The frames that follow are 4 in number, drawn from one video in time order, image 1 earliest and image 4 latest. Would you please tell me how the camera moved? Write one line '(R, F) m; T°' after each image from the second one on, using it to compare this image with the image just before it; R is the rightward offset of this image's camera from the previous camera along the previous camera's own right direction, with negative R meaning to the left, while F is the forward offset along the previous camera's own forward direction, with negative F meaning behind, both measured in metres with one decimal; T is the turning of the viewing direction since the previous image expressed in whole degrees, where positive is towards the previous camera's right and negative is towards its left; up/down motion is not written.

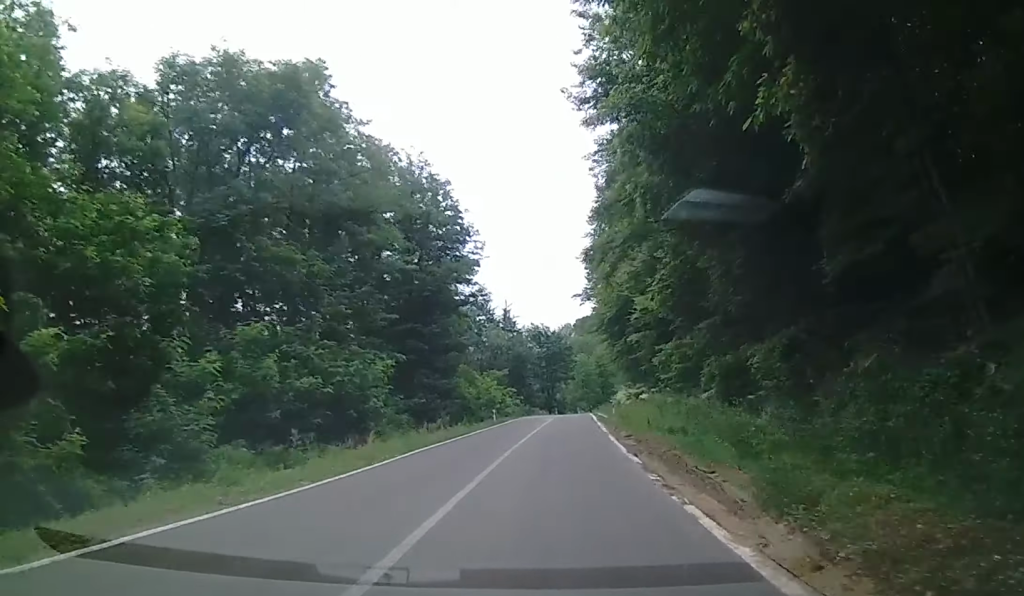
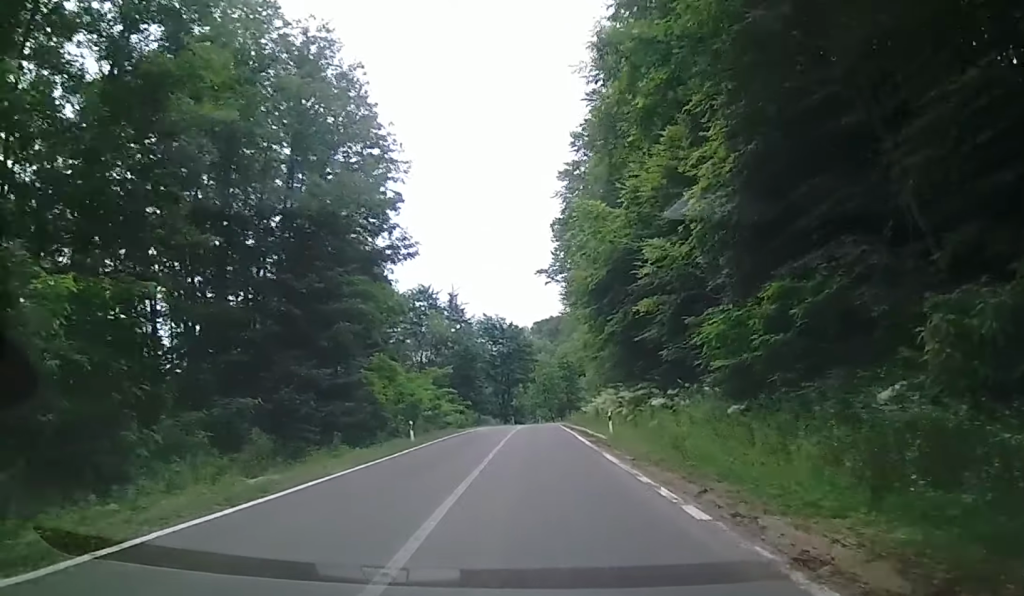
(+2.7, +17.9) m; +12°
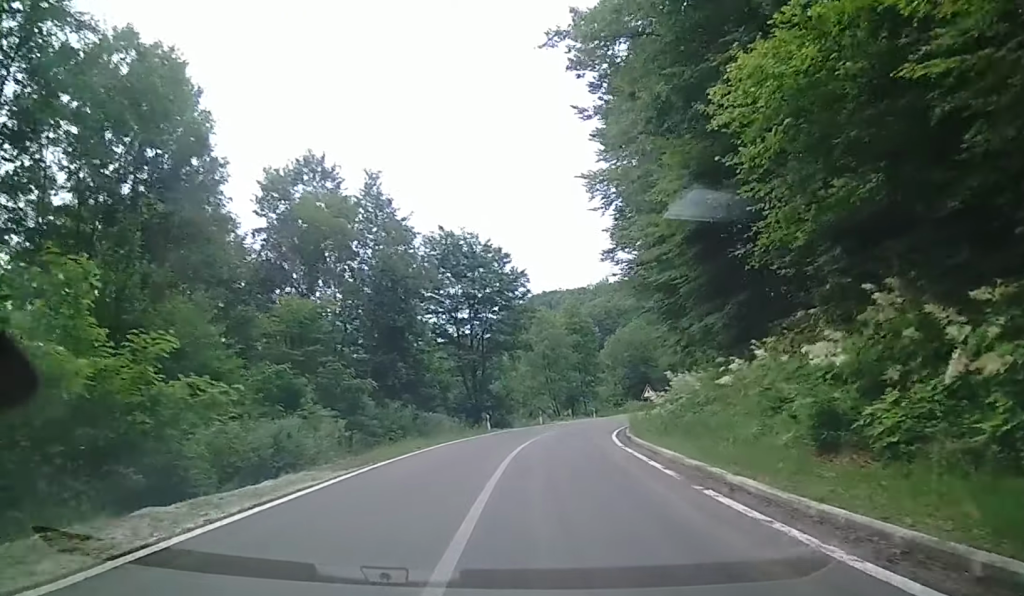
(+3.9, +36.7) m; +5°
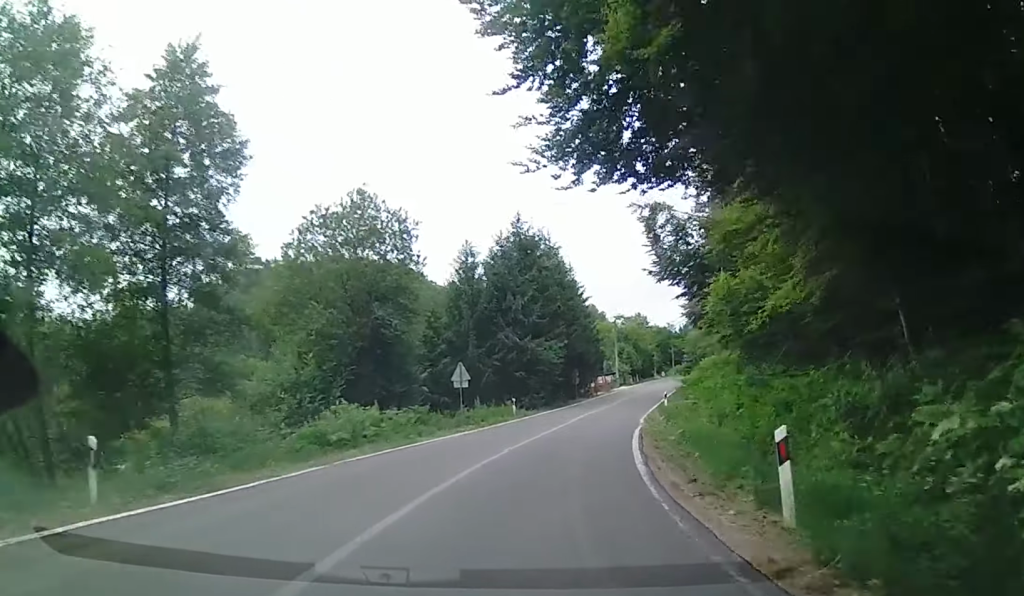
(+16.4, +43.4) m; +48°
